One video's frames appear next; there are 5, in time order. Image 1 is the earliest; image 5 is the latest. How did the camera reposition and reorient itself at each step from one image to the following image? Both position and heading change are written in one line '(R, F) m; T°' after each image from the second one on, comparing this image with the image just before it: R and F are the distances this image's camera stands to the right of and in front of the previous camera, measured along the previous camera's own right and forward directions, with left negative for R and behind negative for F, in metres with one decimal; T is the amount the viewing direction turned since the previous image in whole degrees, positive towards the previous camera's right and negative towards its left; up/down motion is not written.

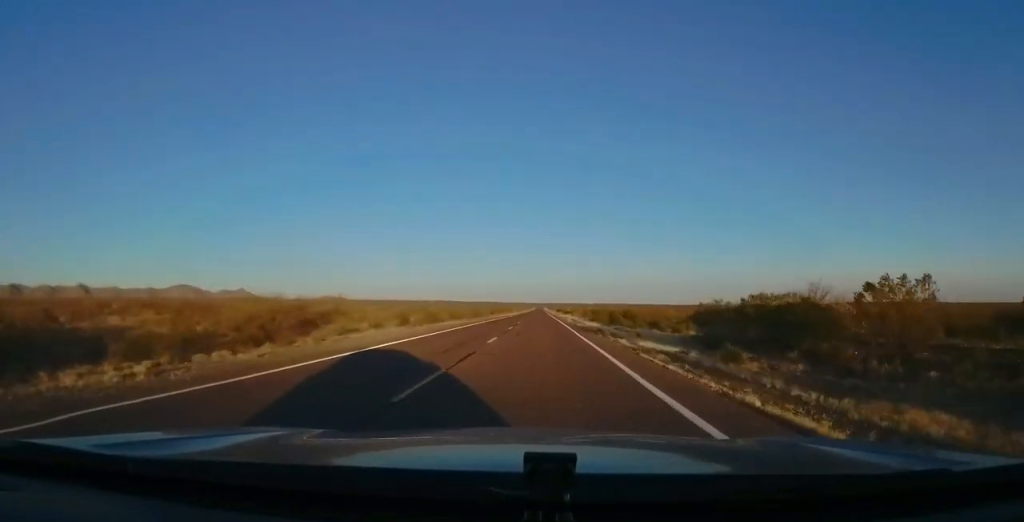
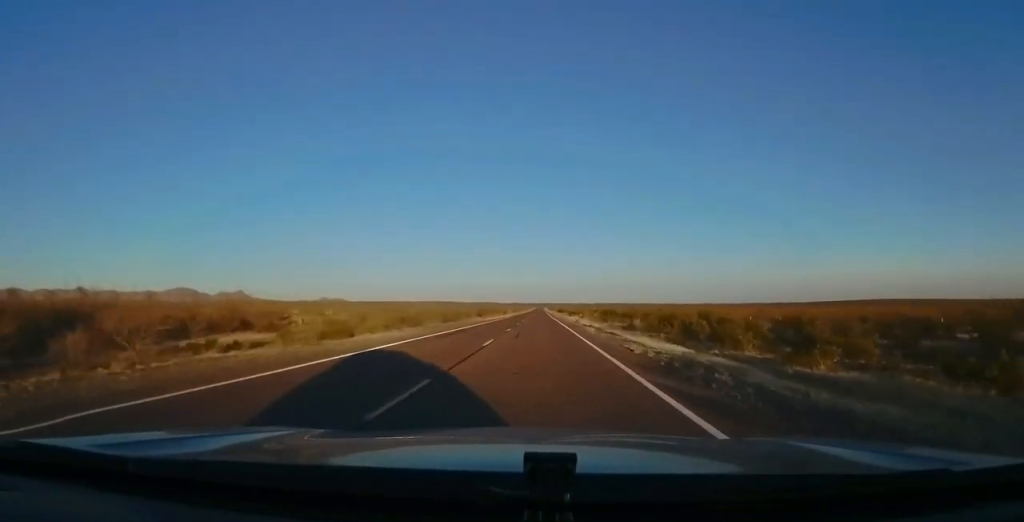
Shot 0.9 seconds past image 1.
(+0.4, +25.3) m; +1°
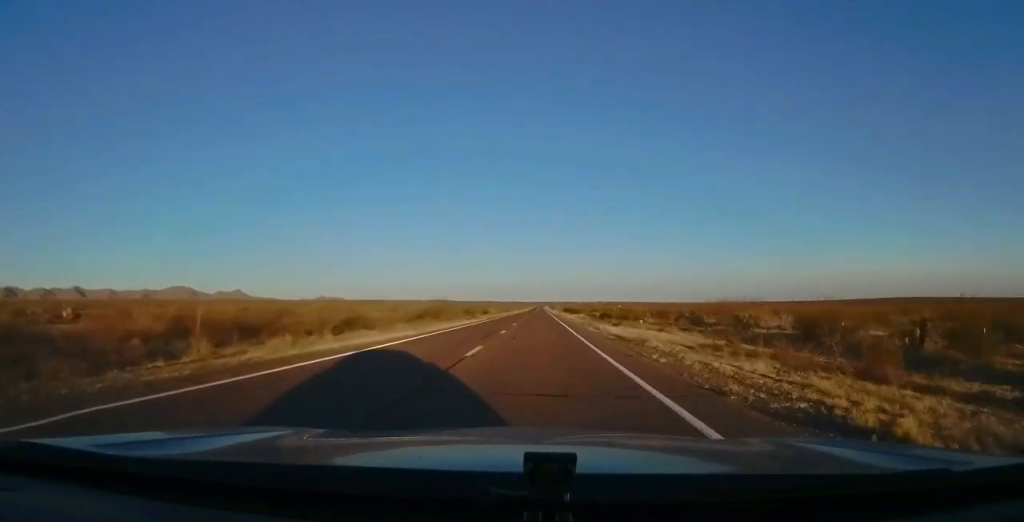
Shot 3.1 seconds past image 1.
(-1.1, +64.6) m; -1°
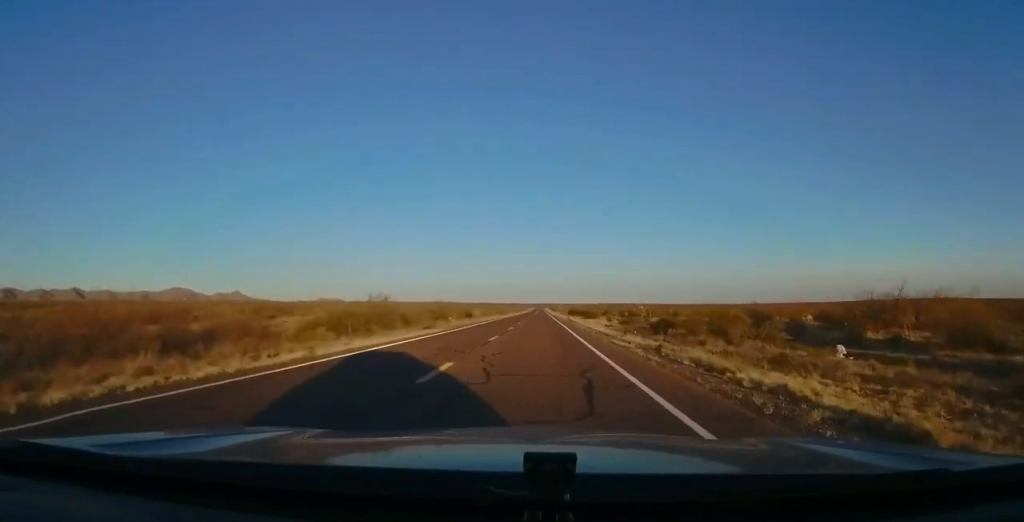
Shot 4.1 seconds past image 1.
(+0.4, +29.4) m; 0°
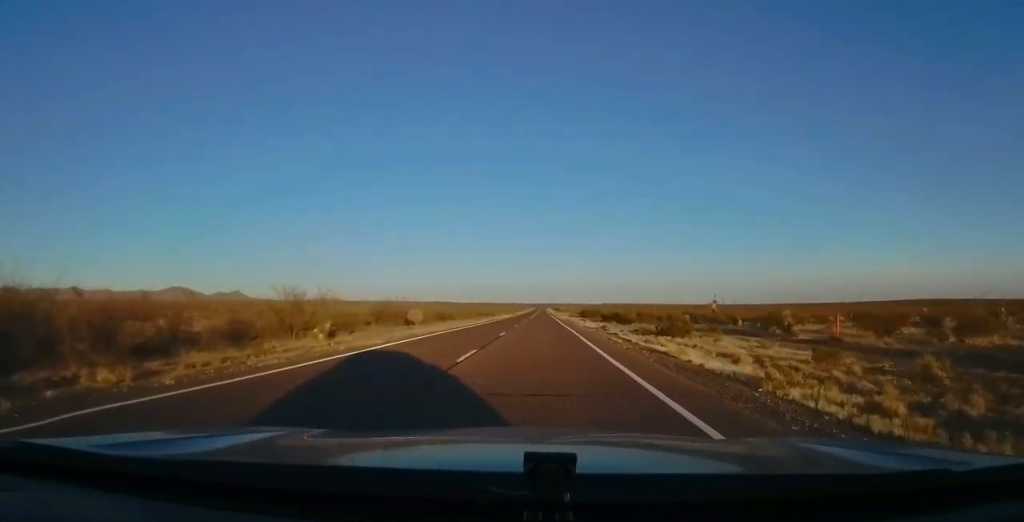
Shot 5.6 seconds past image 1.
(-0.7, +45.1) m; -1°
